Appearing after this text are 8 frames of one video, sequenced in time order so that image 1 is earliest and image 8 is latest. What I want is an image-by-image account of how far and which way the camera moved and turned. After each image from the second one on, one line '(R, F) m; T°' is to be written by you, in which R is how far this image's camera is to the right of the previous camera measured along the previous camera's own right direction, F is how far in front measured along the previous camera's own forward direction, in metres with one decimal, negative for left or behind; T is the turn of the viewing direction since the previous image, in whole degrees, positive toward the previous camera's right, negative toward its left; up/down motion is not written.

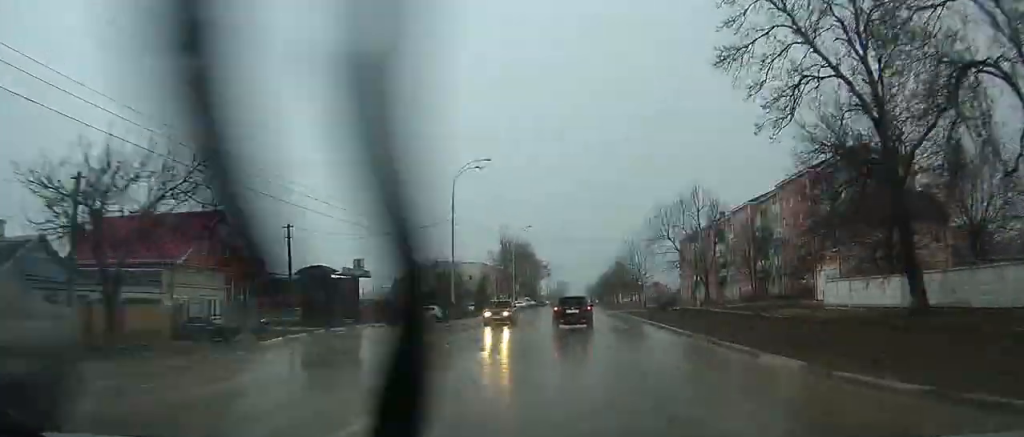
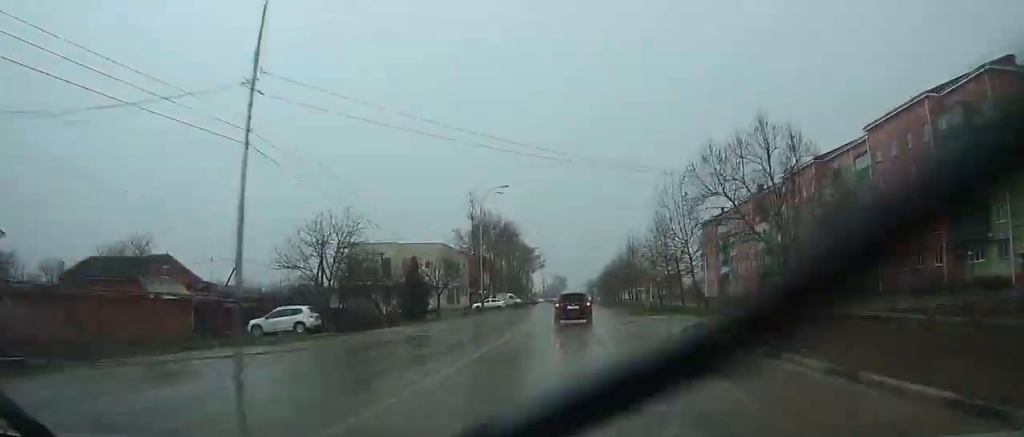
(-0.1, +30.7) m; 0°
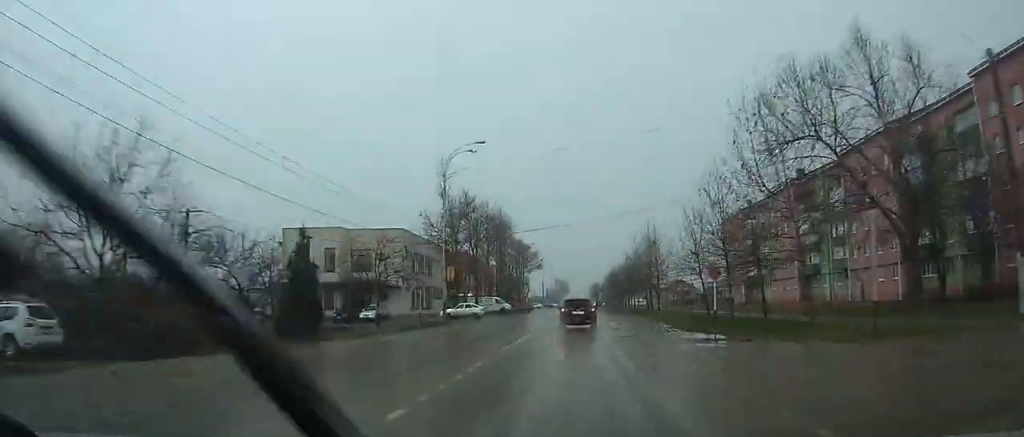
(0.0, +19.2) m; 0°
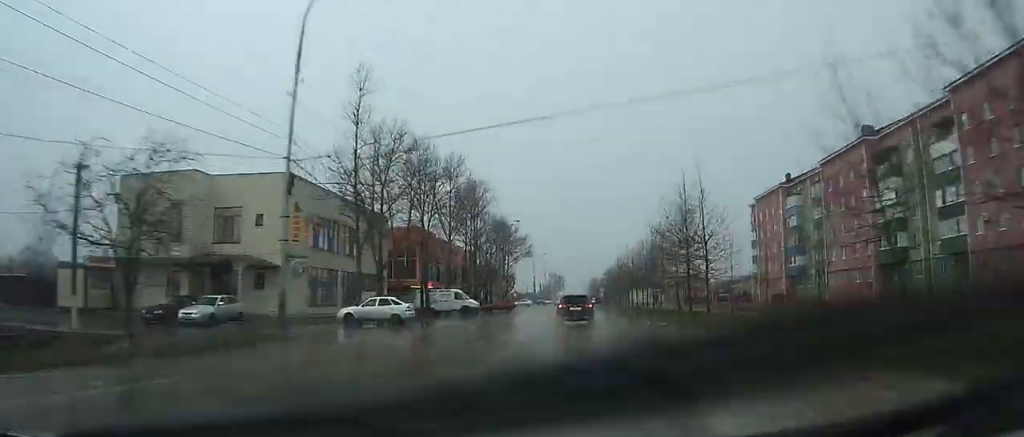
(+0.1, +23.2) m; 0°
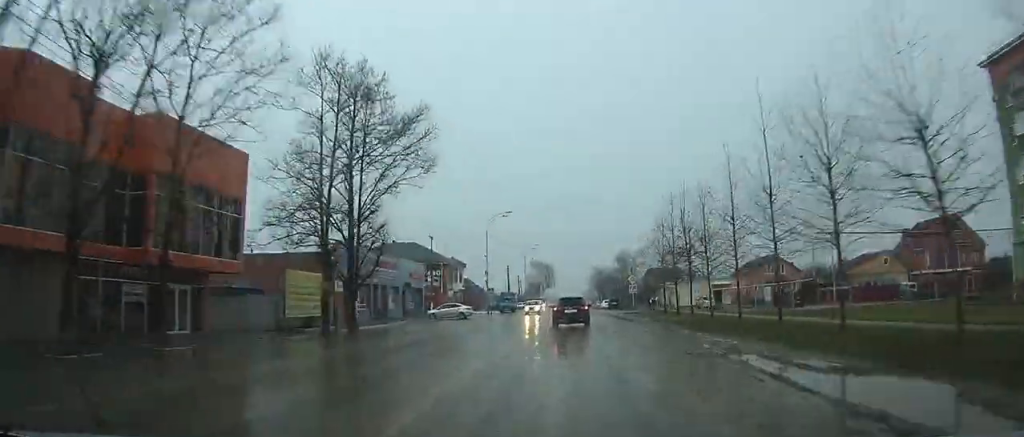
(+0.5, +69.8) m; 0°
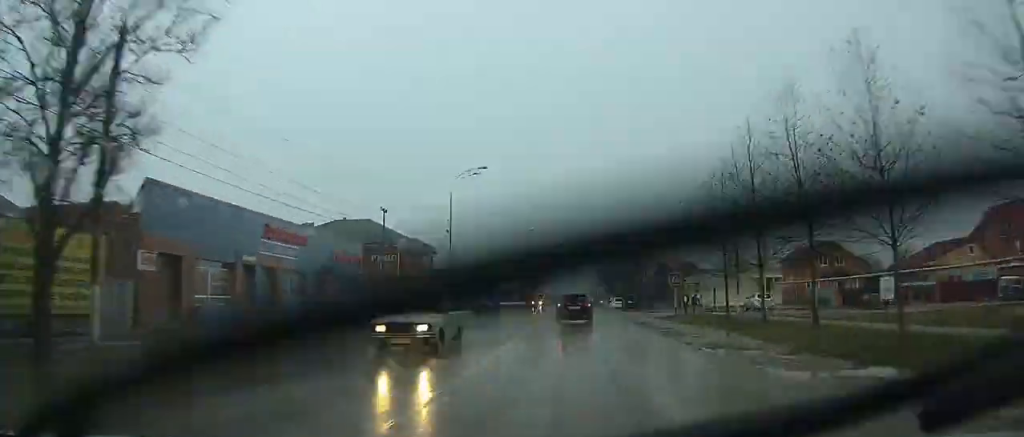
(0.0, +21.4) m; 0°
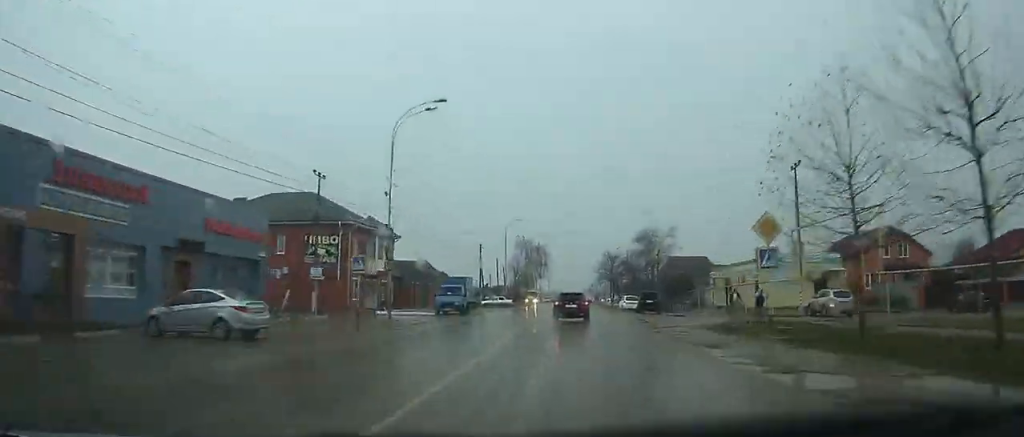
(-0.2, +16.4) m; 0°
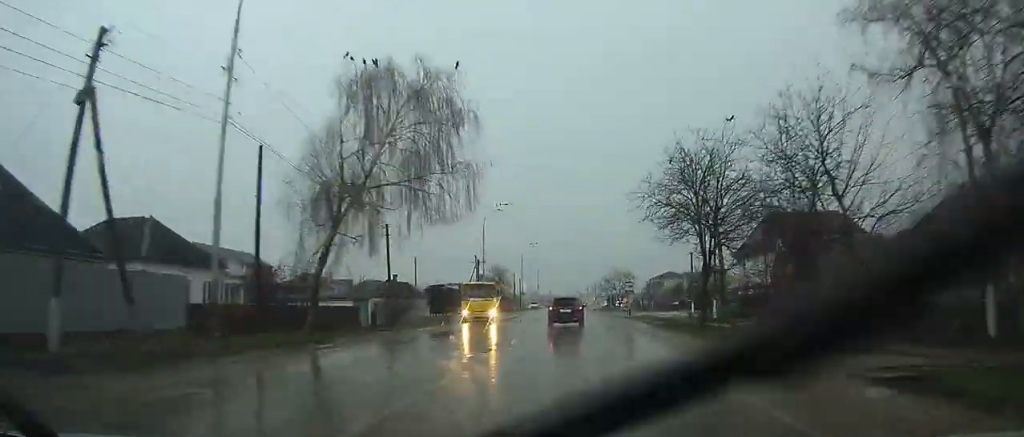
(+0.2, +69.9) m; 0°
